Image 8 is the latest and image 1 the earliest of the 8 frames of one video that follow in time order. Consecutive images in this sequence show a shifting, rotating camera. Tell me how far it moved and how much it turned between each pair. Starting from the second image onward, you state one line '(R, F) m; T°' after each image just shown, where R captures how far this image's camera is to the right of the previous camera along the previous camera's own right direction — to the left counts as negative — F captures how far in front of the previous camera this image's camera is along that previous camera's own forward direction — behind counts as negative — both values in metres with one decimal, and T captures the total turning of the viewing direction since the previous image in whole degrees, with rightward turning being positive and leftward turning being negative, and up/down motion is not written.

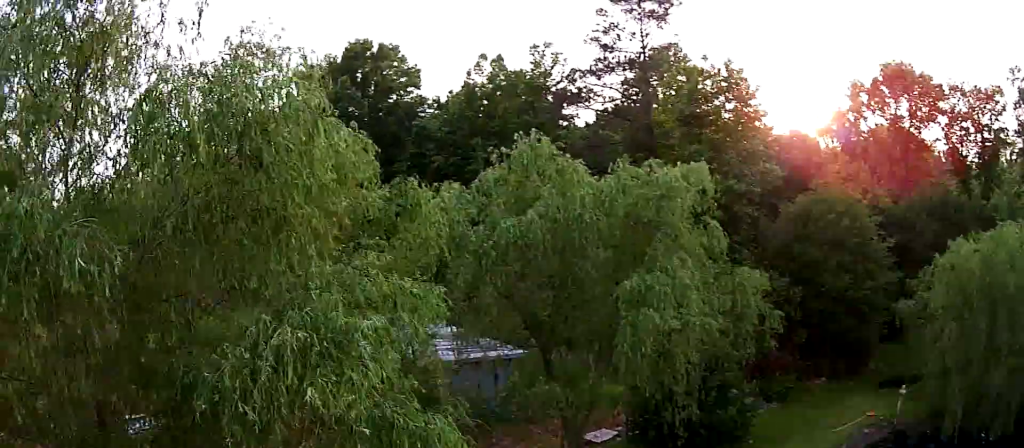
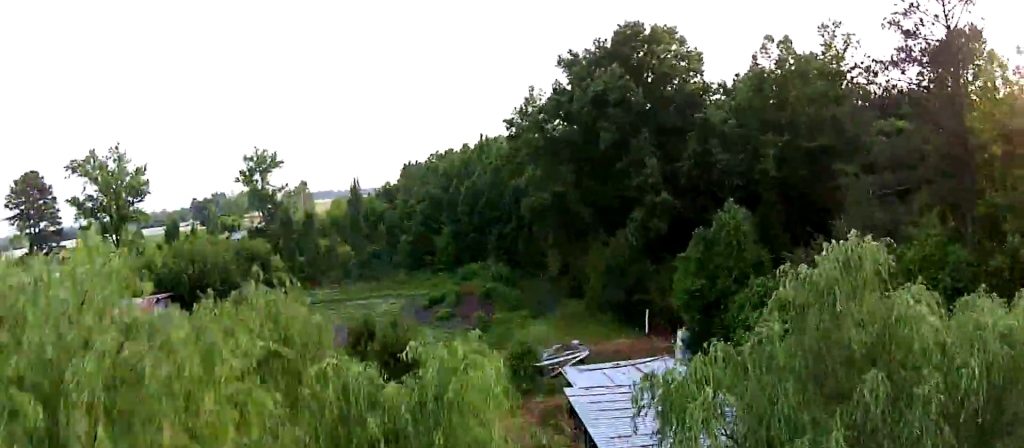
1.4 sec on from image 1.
(-0.2, +9.5) m; -1°
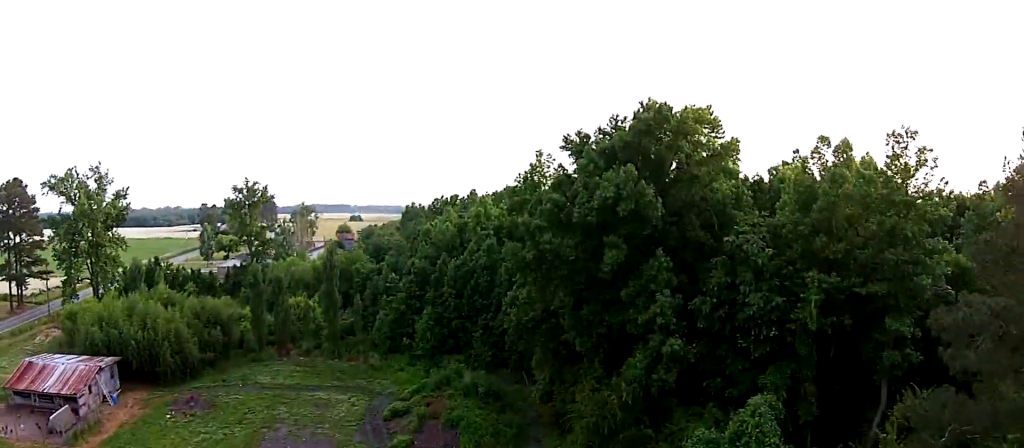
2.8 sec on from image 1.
(-0.5, +10.6) m; -4°
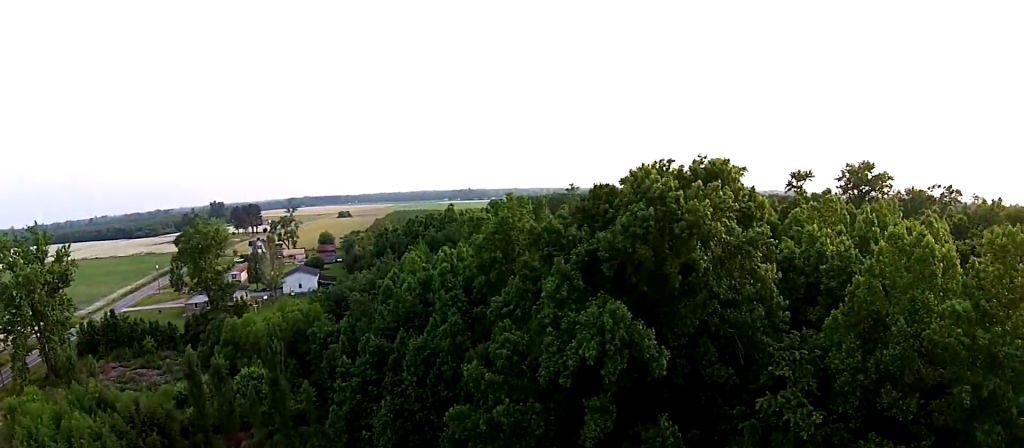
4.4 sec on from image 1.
(-0.2, +12.3) m; -8°
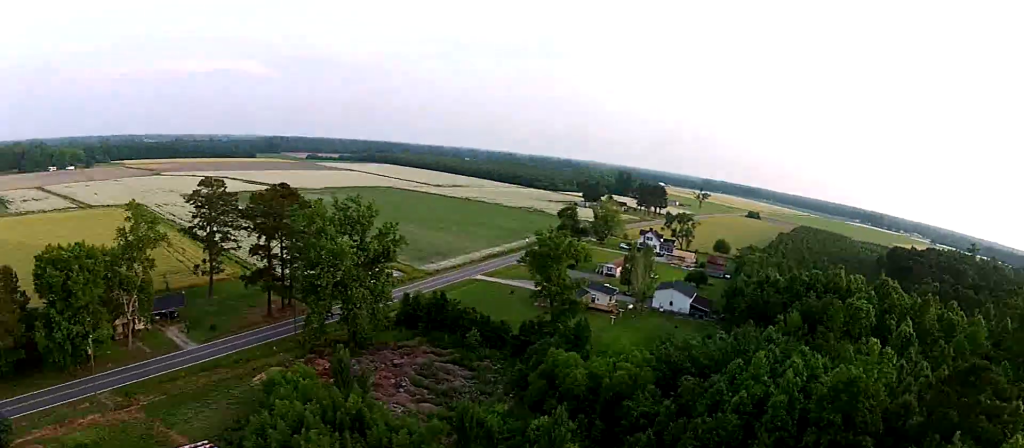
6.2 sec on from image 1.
(-3.3, +10.5) m; -37°
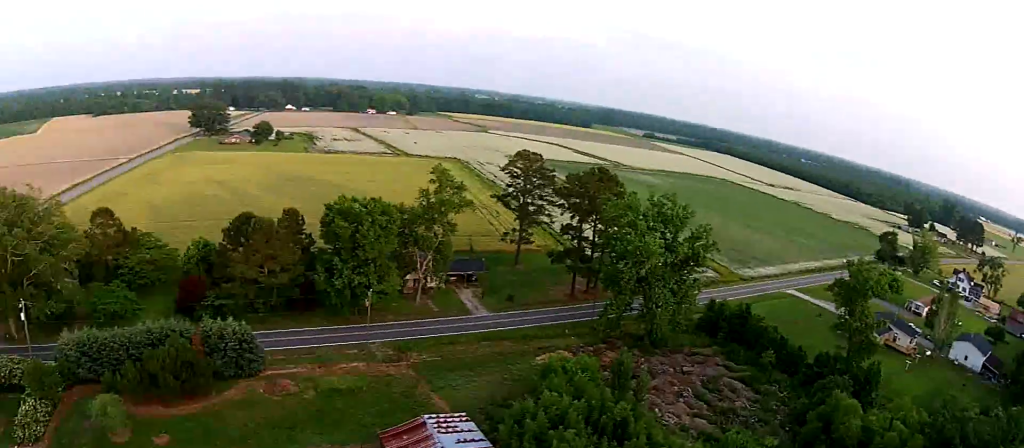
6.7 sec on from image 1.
(-0.3, +3.0) m; -7°
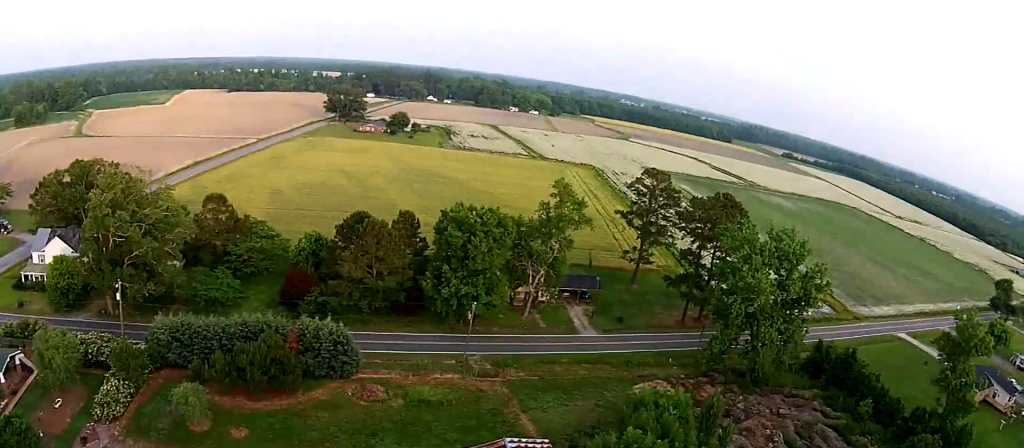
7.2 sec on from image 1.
(-0.2, +3.0) m; +3°
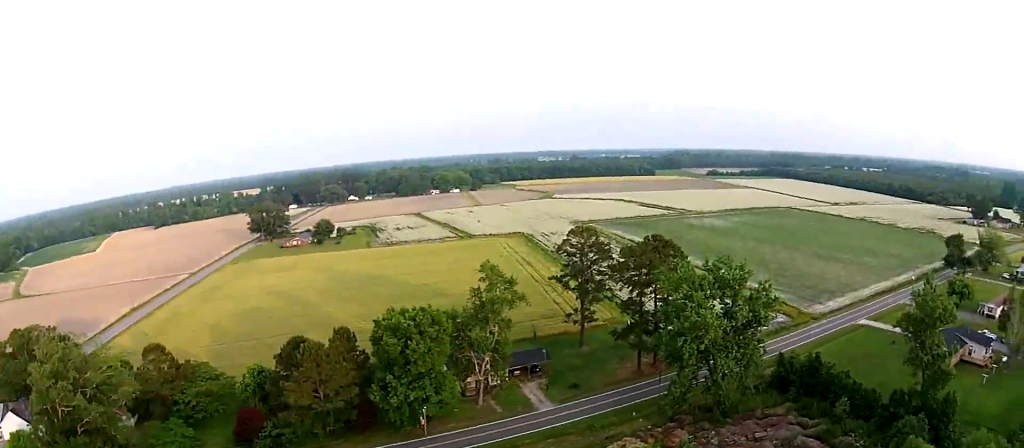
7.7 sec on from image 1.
(-0.1, +2.9) m; +4°
